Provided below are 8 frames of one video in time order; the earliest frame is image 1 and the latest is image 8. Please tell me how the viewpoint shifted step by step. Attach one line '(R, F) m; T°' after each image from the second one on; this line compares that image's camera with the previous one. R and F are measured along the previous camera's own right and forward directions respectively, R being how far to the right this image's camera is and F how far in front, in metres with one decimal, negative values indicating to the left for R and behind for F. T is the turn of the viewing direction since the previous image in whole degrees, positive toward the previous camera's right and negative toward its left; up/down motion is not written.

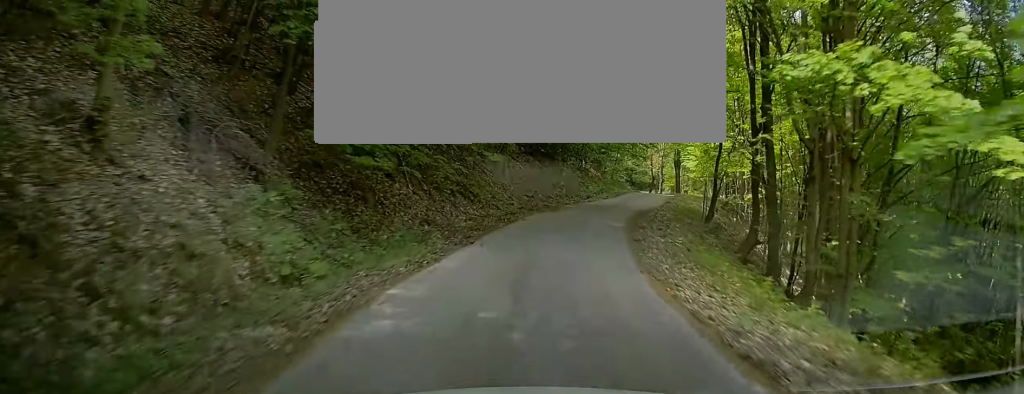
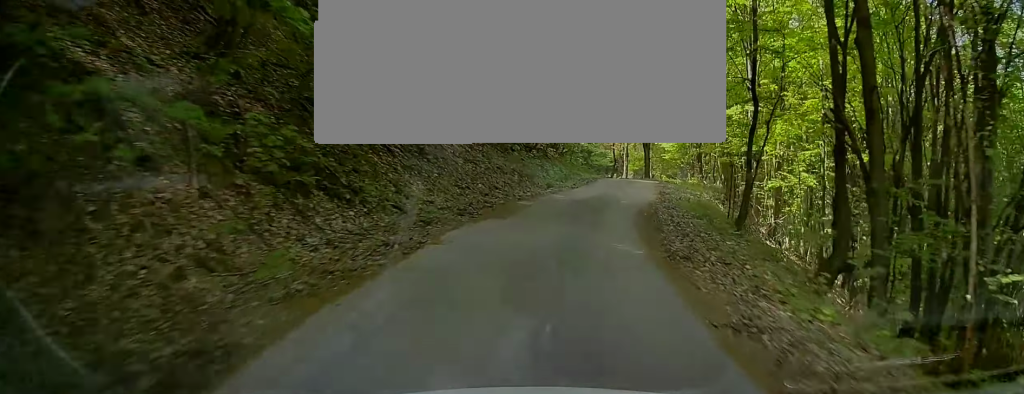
(-0.1, +10.5) m; +2°
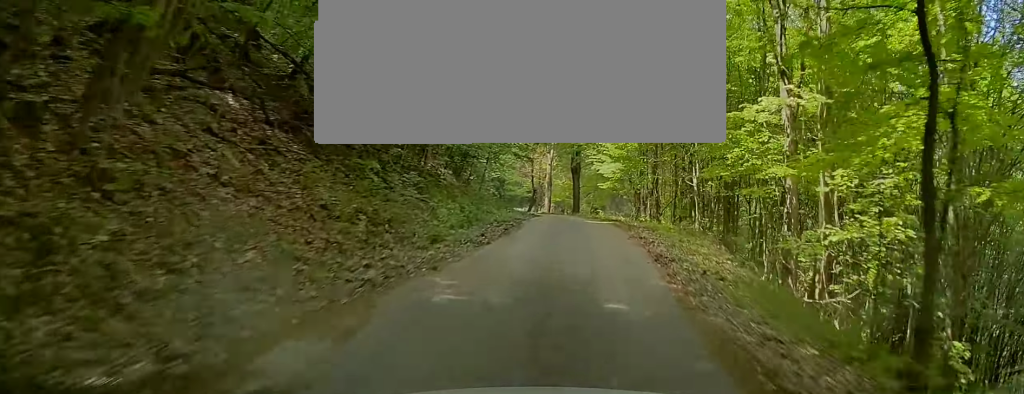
(+0.5, +12.5) m; +5°
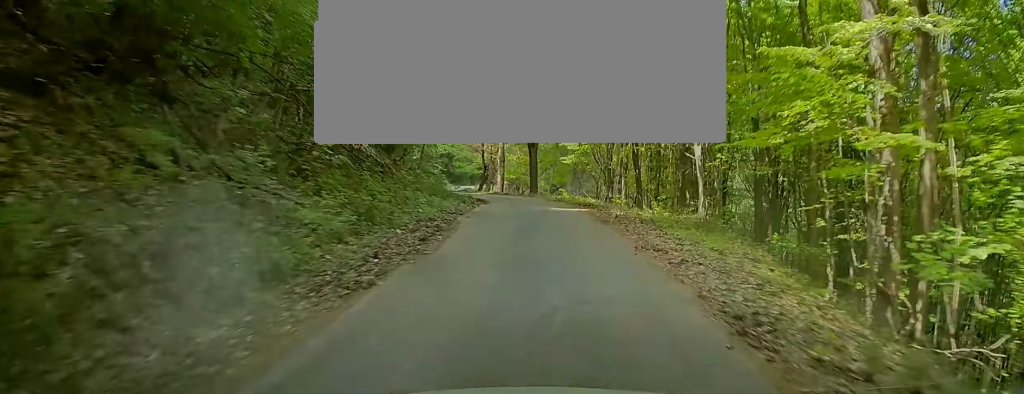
(+0.2, +7.0) m; +4°
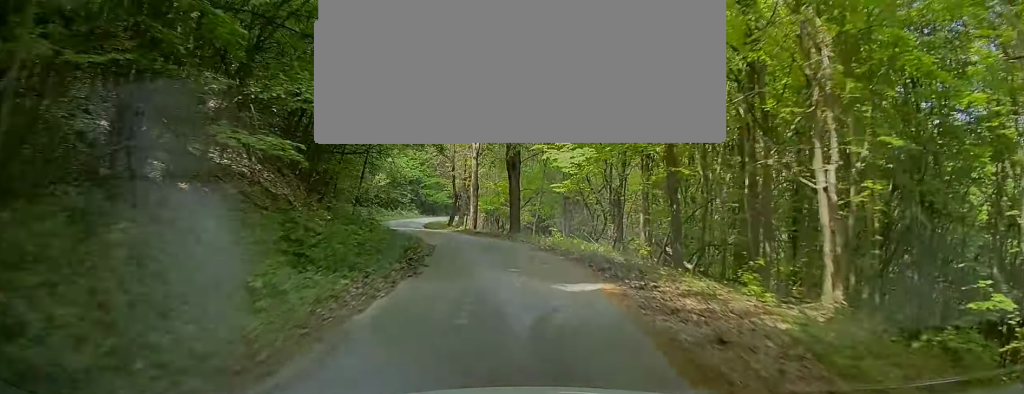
(+0.5, +9.6) m; -1°
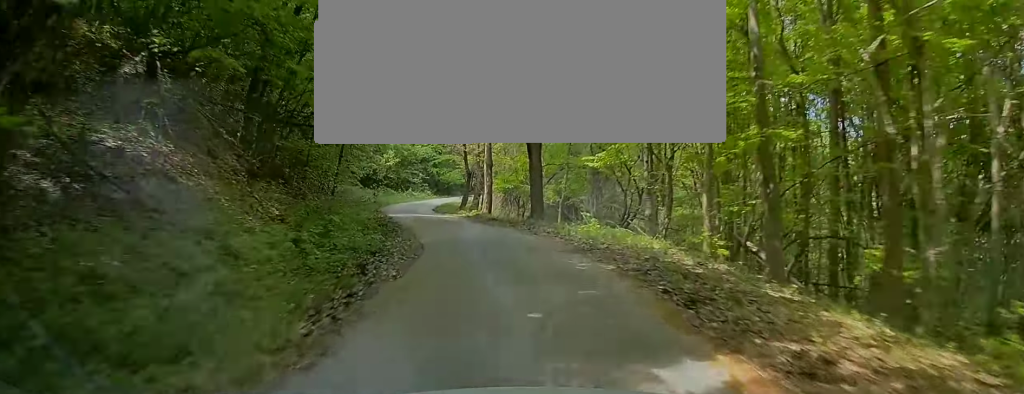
(+0.2, +5.5) m; -2°
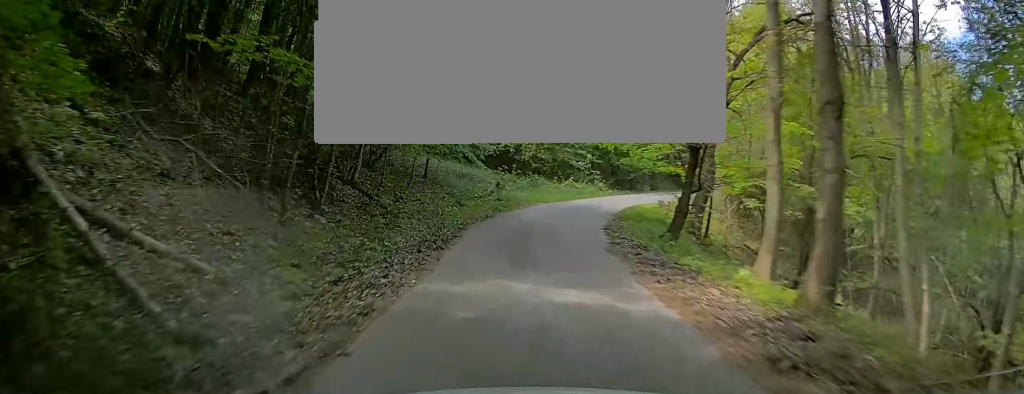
(-2.0, +21.1) m; -2°
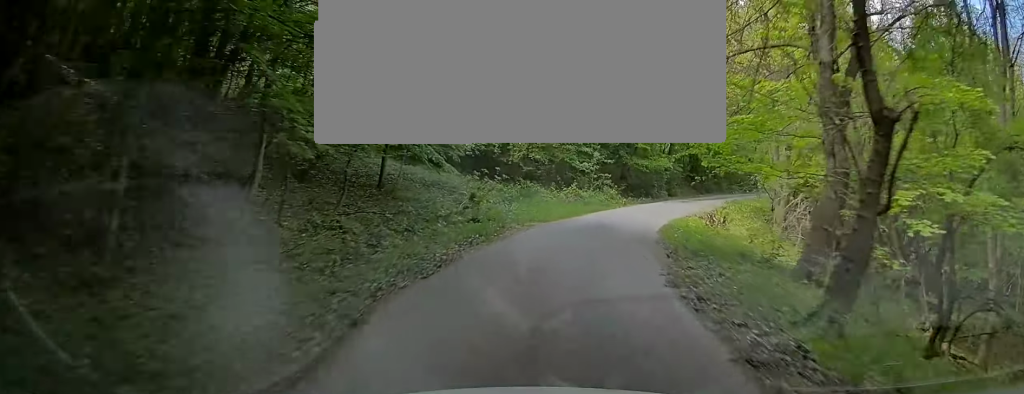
(+0.5, +8.8) m; +3°
